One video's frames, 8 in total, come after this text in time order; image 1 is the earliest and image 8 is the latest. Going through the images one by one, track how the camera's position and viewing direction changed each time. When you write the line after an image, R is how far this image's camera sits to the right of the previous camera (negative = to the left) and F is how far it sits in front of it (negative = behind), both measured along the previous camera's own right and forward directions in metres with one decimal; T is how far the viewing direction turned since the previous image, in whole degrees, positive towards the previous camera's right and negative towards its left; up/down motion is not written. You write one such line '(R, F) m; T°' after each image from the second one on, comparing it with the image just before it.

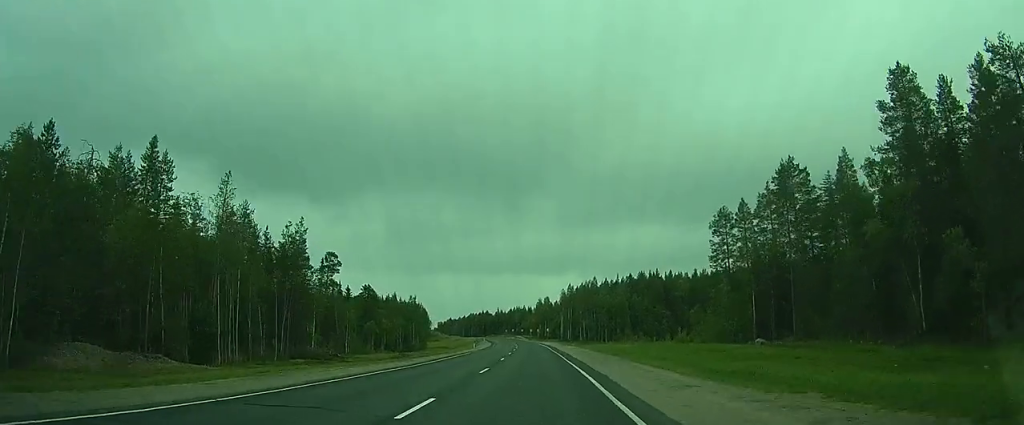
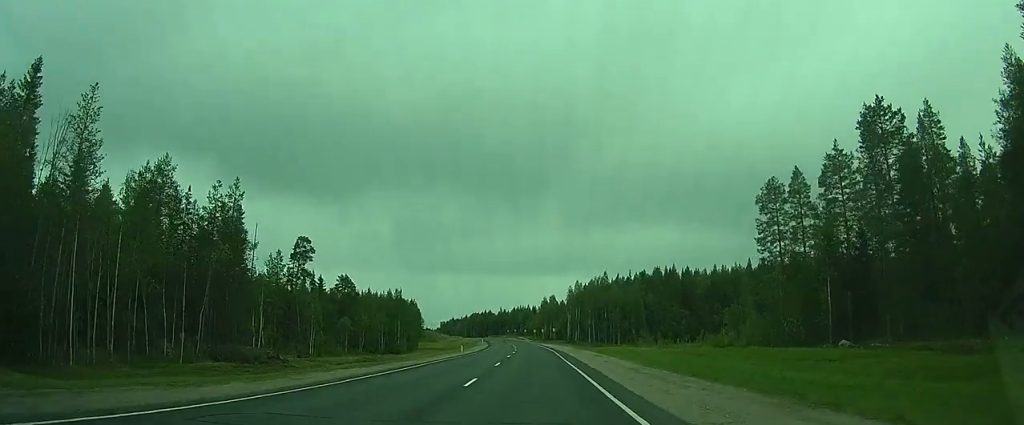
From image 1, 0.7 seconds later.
(0.0, +19.3) m; 0°
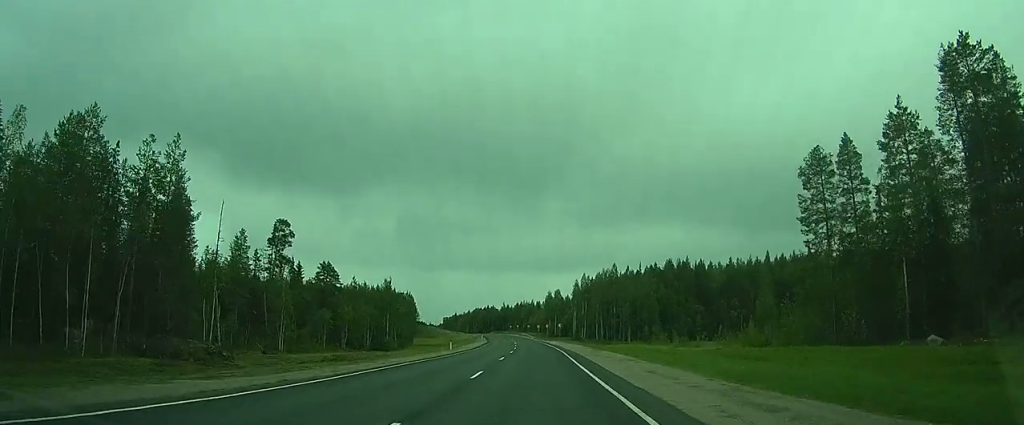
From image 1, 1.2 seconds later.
(0.0, +12.2) m; 0°
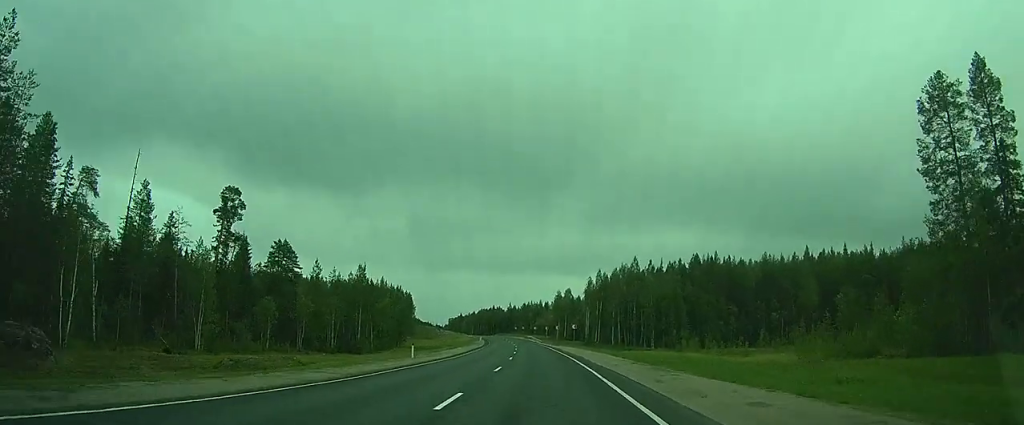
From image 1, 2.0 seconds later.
(0.0, +21.8) m; -1°
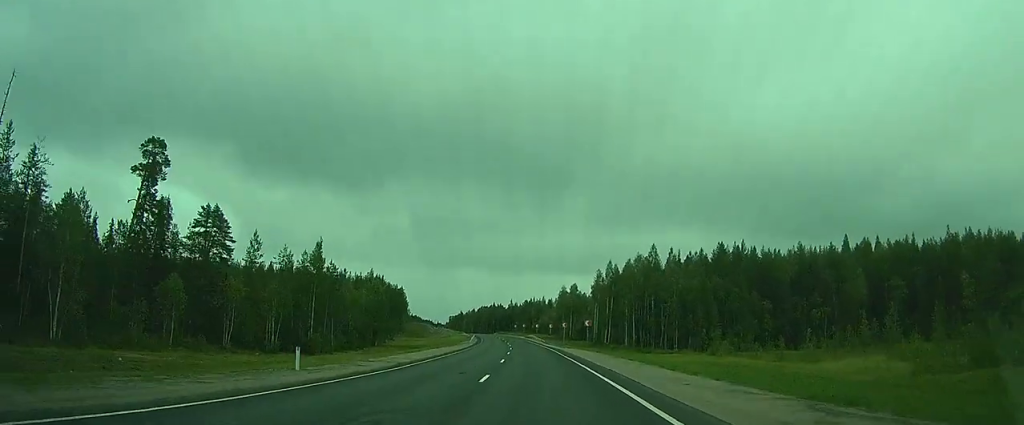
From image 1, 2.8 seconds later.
(-0.2, +19.8) m; -1°
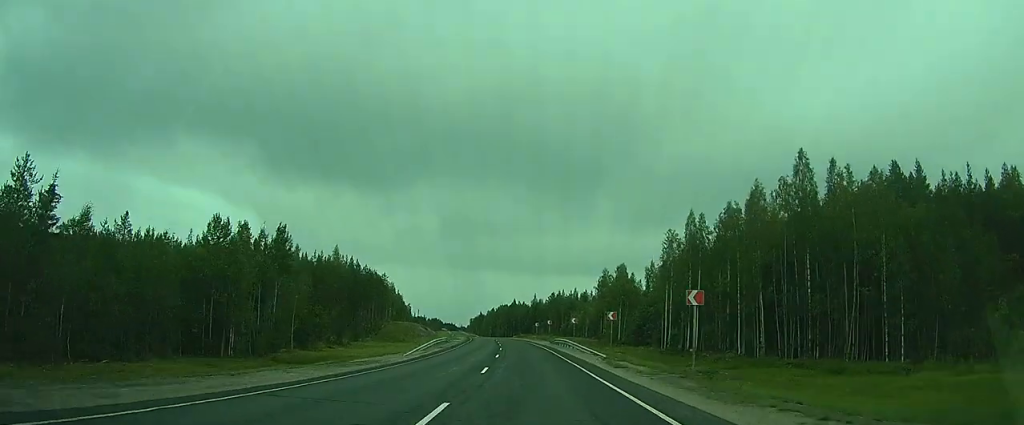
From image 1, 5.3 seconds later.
(-1.1, +62.5) m; -1°
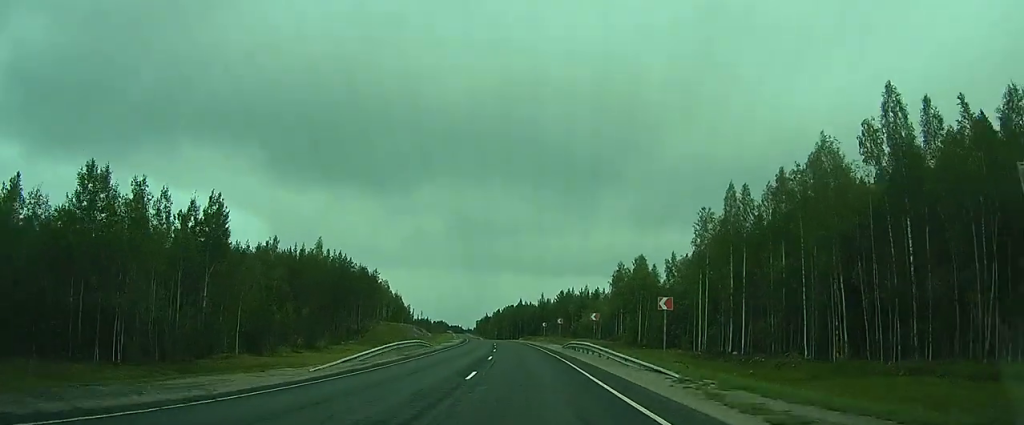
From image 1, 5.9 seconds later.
(0.0, +16.7) m; 0°
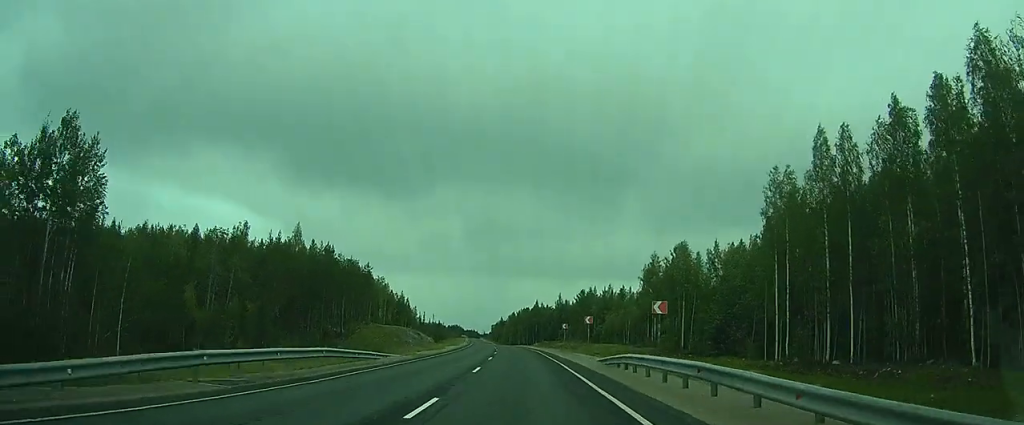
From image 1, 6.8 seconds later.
(0.0, +21.8) m; -3°
